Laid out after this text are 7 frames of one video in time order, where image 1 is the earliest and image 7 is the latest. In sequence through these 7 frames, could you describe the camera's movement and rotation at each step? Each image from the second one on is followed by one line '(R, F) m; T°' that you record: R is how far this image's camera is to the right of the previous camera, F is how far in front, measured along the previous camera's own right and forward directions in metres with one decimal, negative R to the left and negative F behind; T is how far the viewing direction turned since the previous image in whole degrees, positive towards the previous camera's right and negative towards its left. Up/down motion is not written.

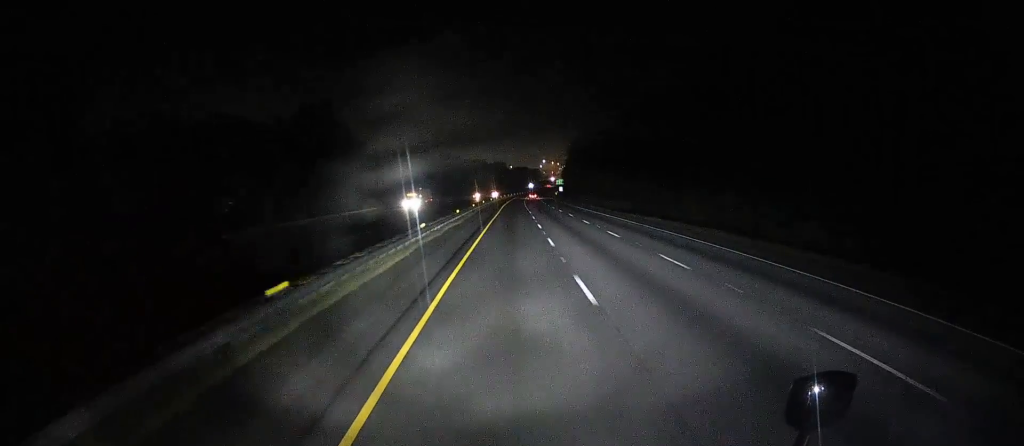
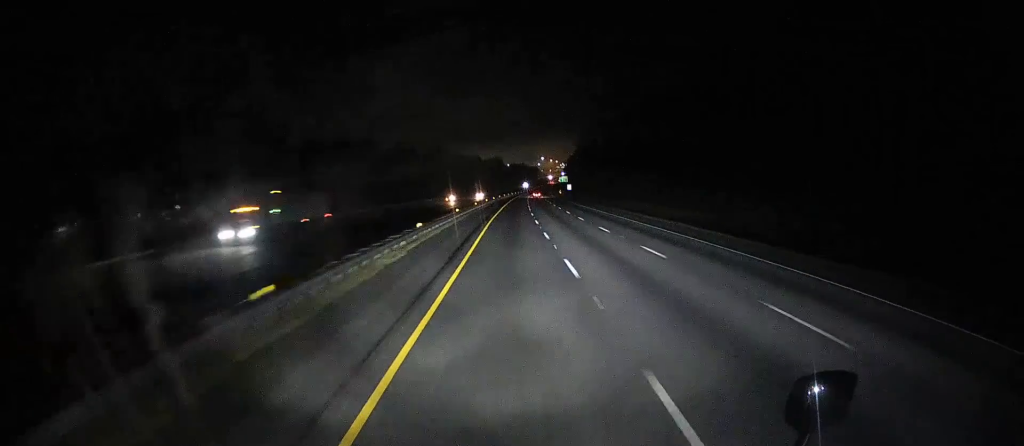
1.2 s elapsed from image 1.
(+0.2, +46.0) m; 0°
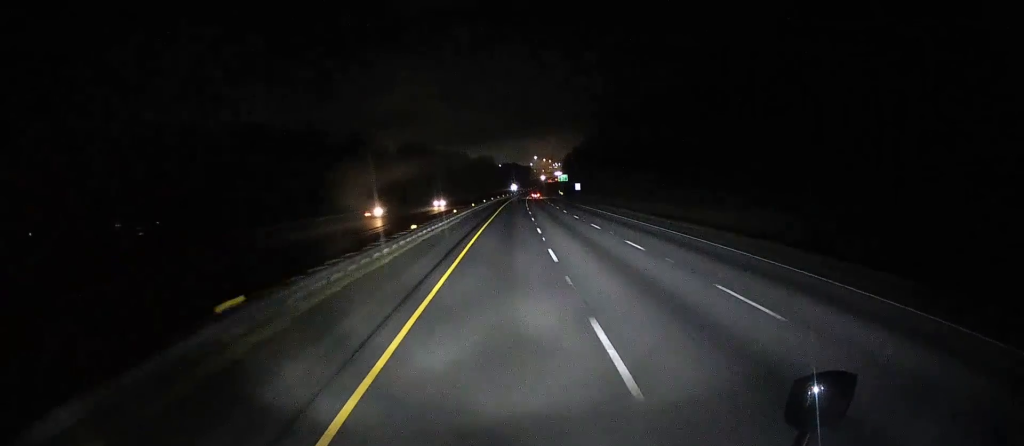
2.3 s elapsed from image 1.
(+0.1, +46.3) m; 0°
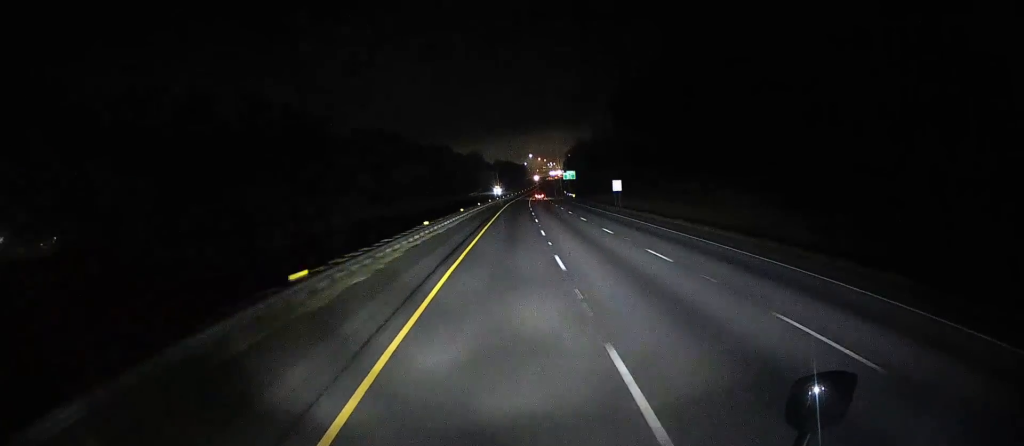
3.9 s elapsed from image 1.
(-0.3, +64.0) m; 0°
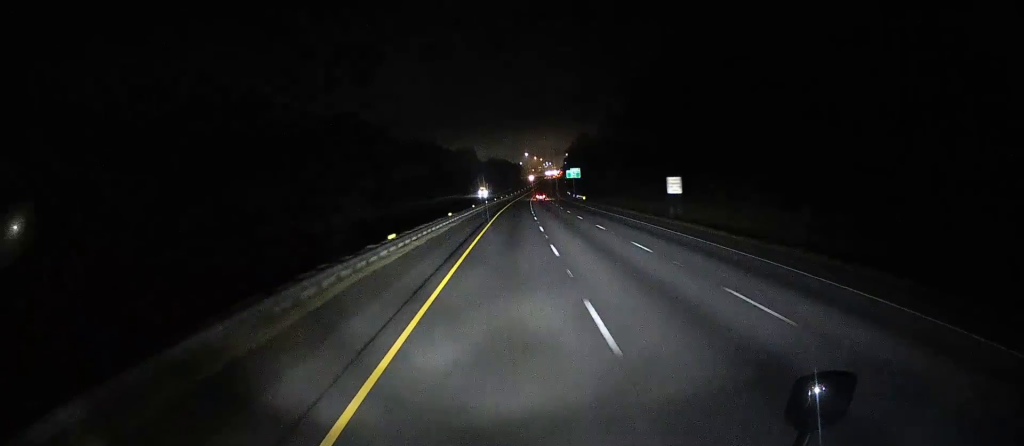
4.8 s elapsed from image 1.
(+0.4, +33.6) m; +1°
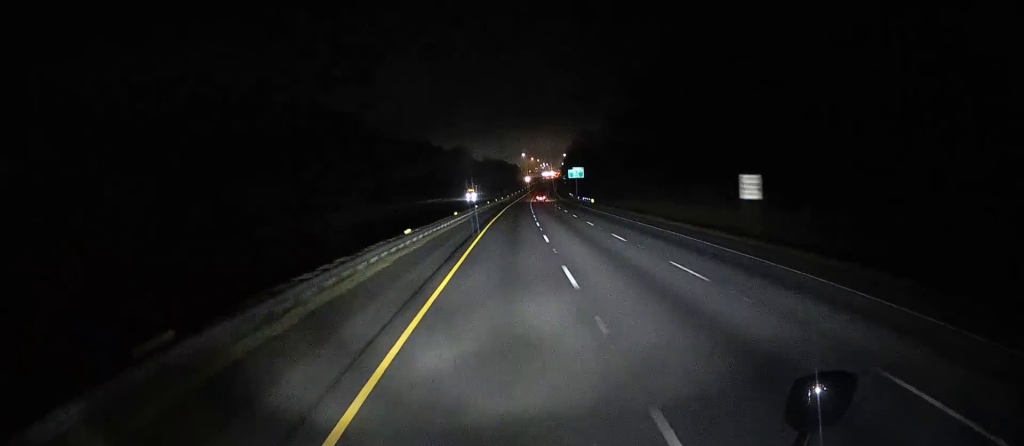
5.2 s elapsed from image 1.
(0.0, +18.9) m; 0°
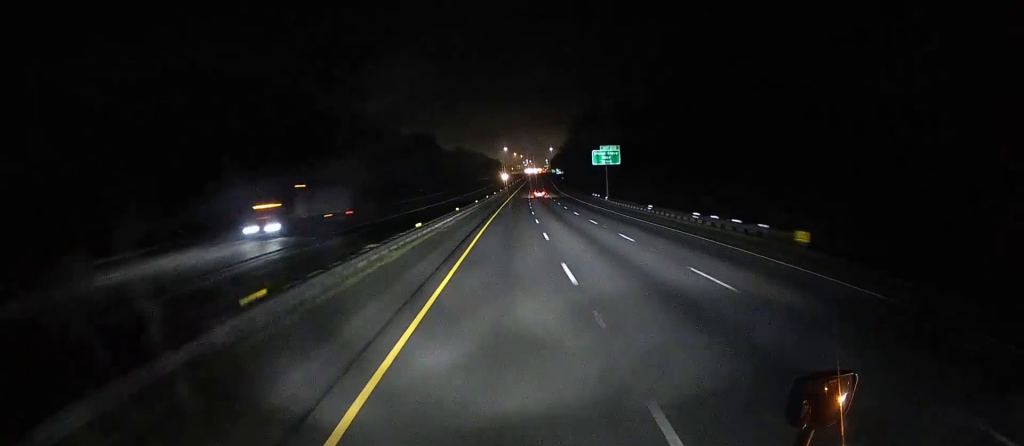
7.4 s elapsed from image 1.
(+1.0, +86.9) m; +2°
